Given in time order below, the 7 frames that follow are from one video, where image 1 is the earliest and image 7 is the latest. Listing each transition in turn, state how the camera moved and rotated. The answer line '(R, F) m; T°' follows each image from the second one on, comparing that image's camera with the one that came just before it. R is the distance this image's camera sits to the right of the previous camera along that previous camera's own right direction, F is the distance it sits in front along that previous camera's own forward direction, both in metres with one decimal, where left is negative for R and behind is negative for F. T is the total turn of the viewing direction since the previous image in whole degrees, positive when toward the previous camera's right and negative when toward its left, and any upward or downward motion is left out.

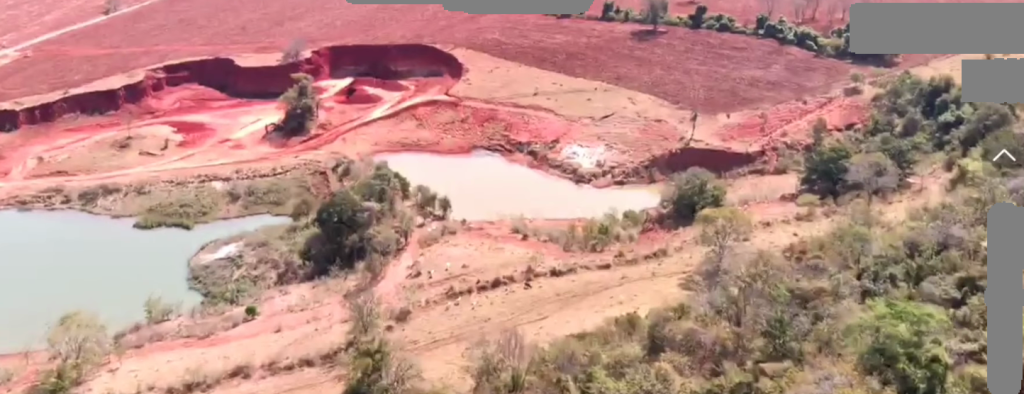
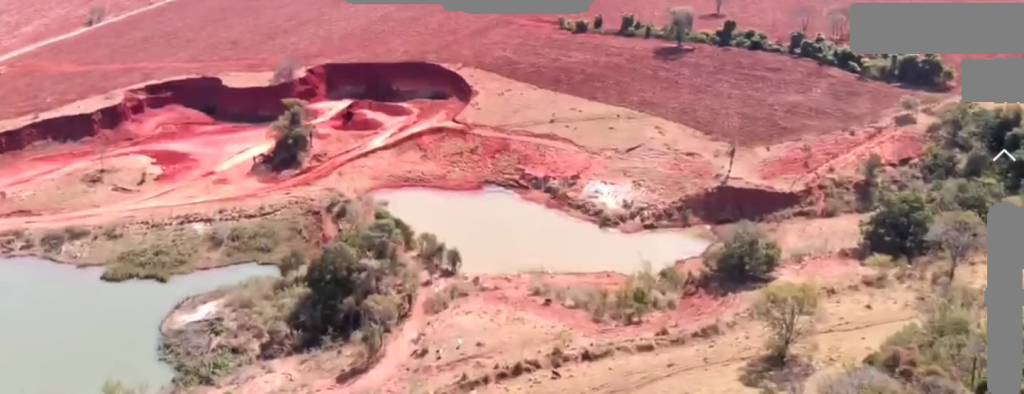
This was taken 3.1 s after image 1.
(+0.1, +36.7) m; 0°
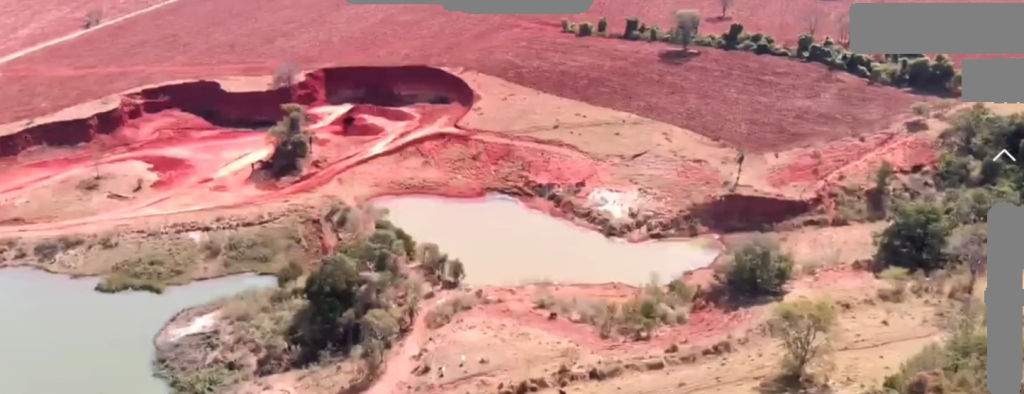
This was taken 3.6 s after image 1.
(0.0, +6.5) m; 0°
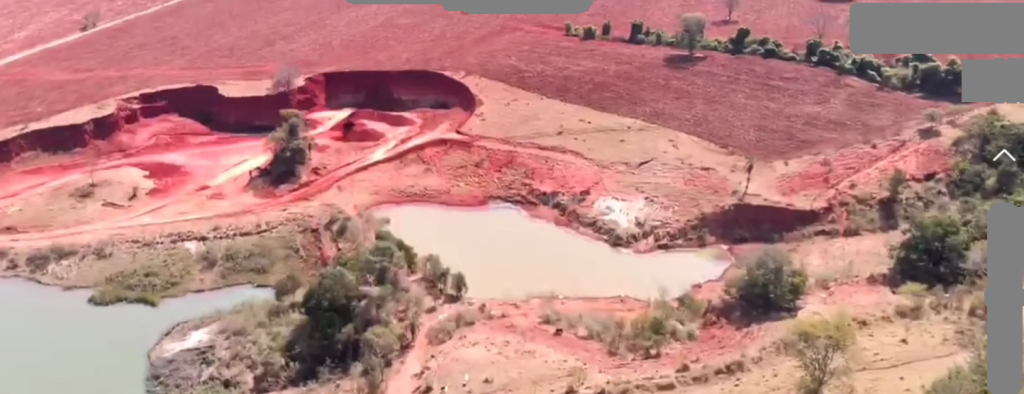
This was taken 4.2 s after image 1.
(0.0, +6.7) m; 0°
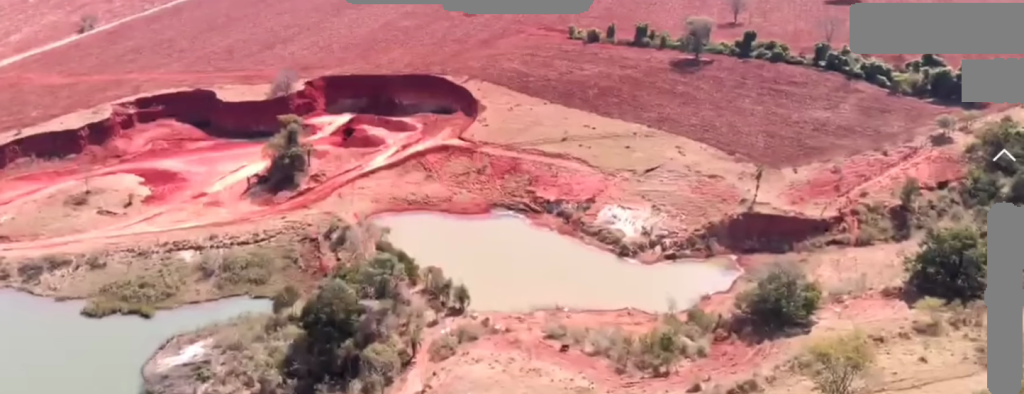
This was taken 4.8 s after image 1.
(0.0, +6.3) m; 0°
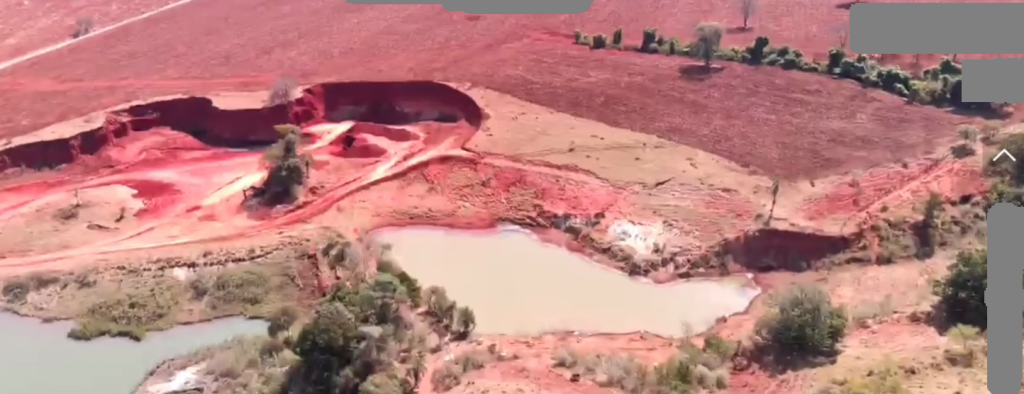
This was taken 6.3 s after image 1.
(0.0, +15.4) m; 0°
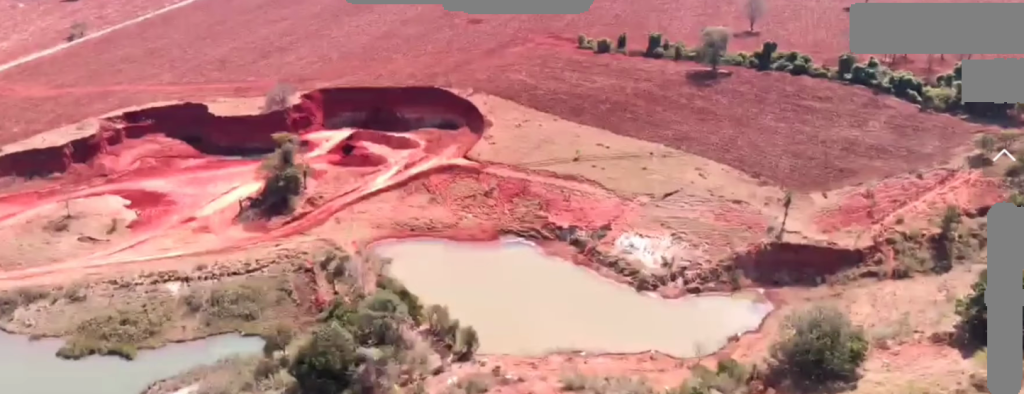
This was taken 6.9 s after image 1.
(0.0, +7.2) m; 0°
